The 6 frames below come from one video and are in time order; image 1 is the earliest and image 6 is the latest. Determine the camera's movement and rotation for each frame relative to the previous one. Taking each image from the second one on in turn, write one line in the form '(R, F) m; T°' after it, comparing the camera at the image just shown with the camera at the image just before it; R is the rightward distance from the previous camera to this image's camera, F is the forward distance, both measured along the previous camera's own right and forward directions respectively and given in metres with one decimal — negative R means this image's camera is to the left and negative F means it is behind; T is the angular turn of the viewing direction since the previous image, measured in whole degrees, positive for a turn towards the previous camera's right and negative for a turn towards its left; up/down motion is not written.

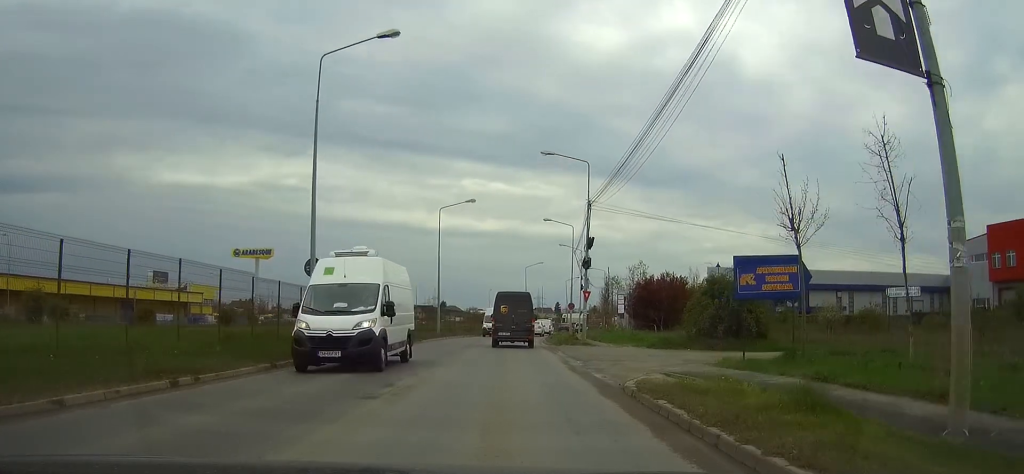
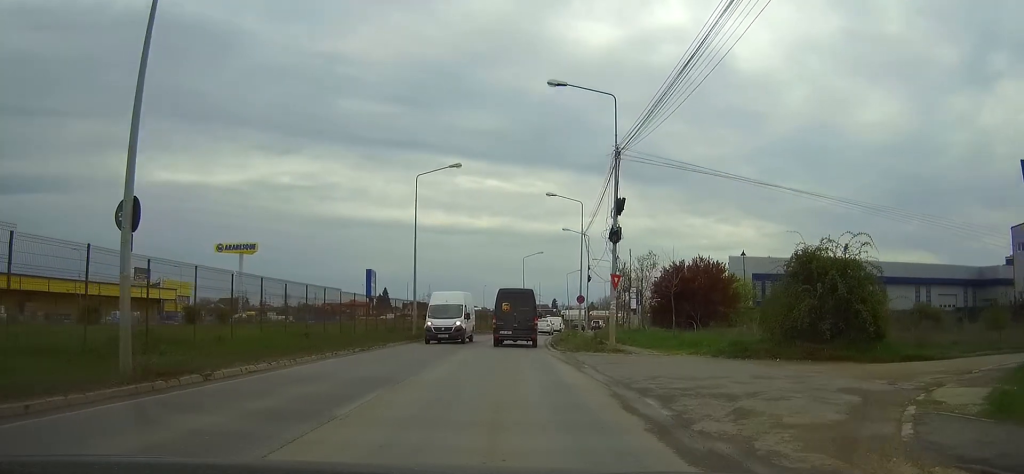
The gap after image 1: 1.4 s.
(+0.2, +11.0) m; +3°
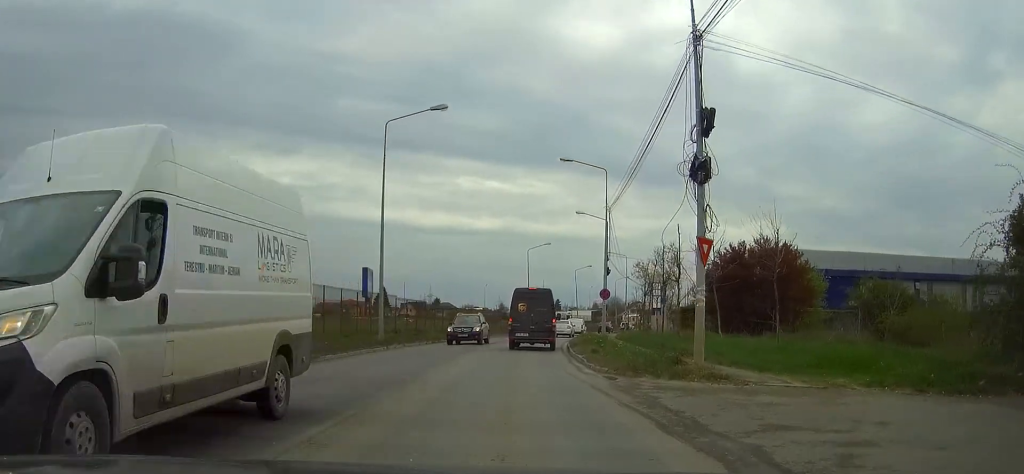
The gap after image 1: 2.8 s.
(+0.2, +11.6) m; 0°
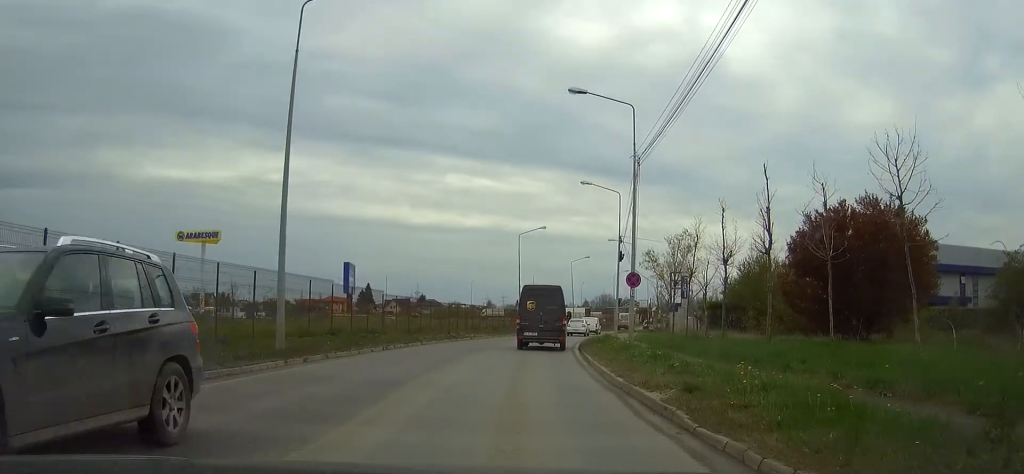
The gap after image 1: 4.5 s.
(-0.5, +12.8) m; -2°
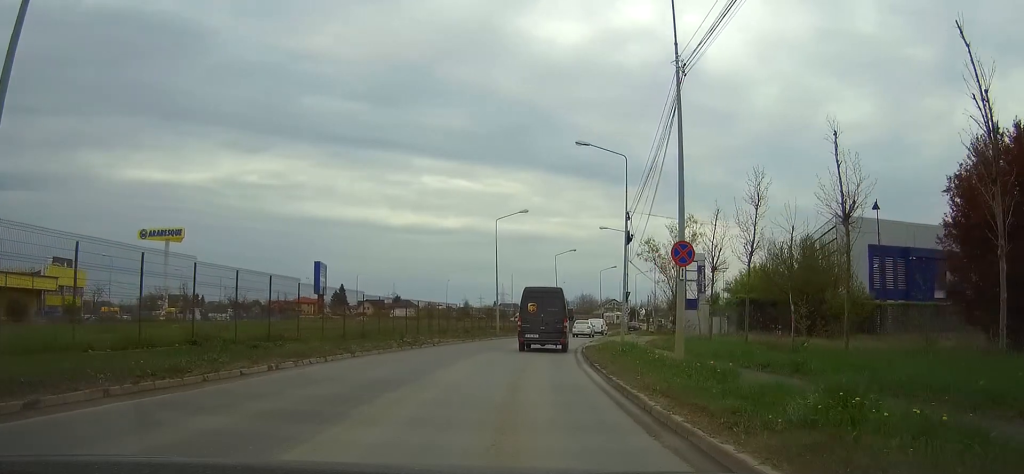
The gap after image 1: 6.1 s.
(+0.1, +11.6) m; 0°
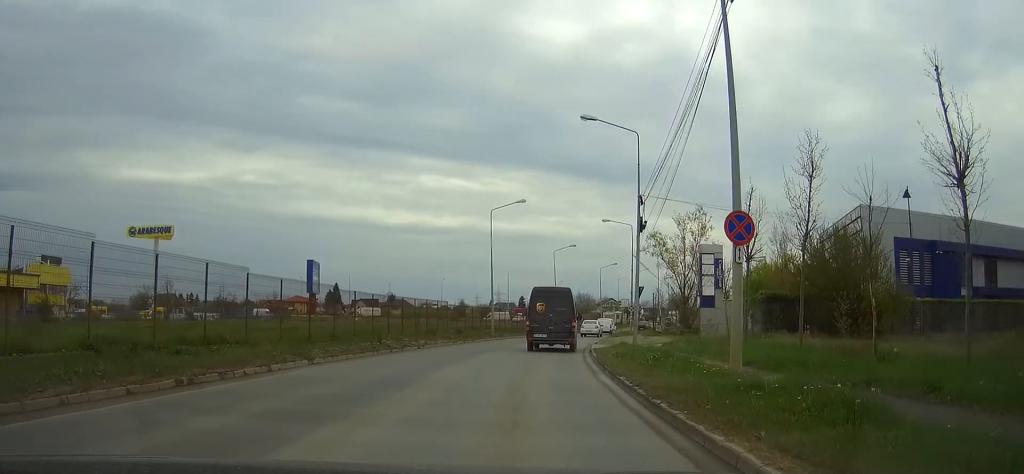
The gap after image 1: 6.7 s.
(0.0, +4.6) m; -1°
